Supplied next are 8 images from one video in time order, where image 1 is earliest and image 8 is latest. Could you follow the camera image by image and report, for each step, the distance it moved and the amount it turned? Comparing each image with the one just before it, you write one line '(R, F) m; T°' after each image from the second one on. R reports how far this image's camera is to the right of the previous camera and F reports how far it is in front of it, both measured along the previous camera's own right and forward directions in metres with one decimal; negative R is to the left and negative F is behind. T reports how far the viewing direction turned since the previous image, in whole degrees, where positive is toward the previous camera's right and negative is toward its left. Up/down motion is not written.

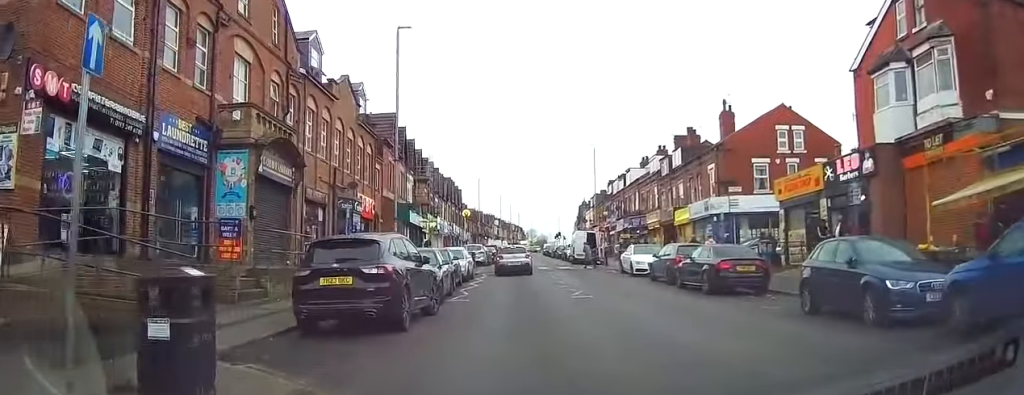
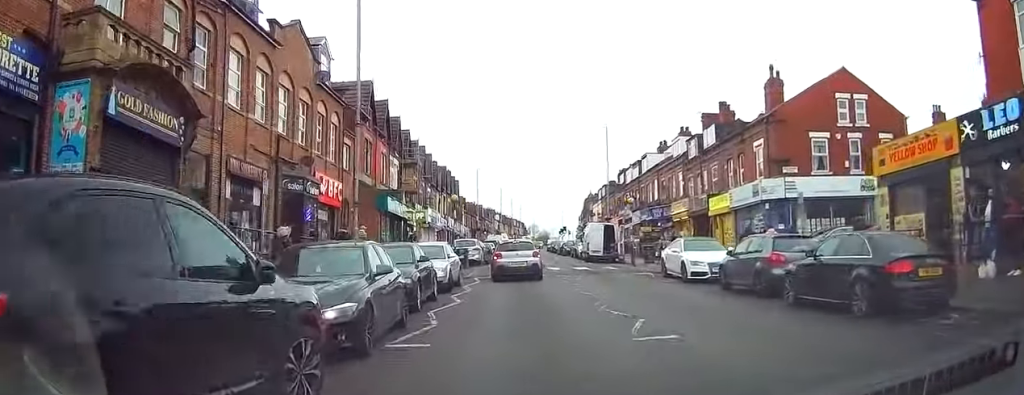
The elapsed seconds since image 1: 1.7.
(+0.3, +8.9) m; 0°
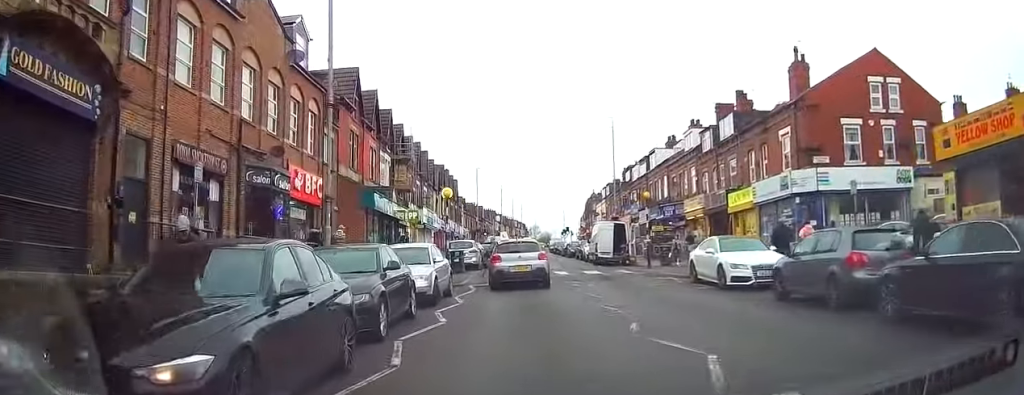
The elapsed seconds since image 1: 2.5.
(-0.2, +3.7) m; -3°
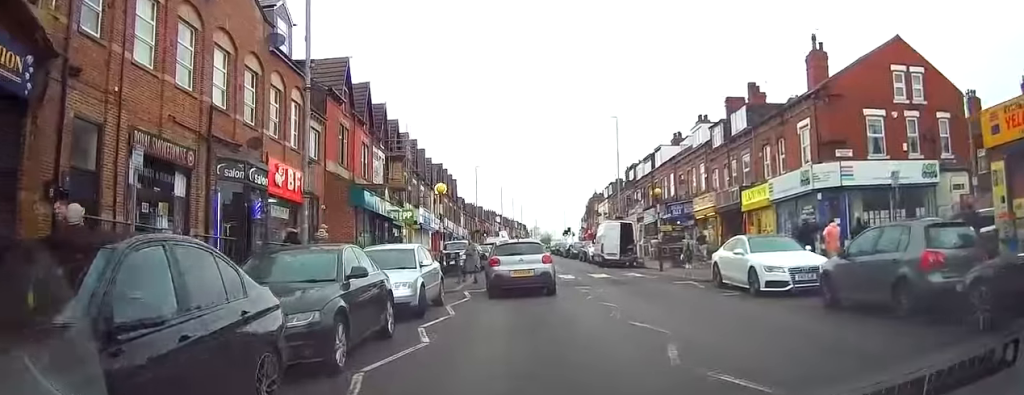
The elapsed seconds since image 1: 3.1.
(0.0, +2.3) m; +2°
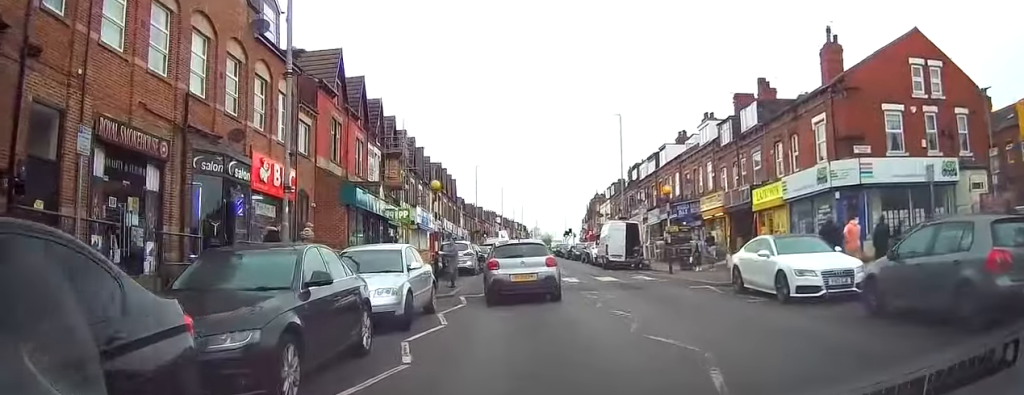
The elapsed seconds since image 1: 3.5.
(0.0, +1.7) m; +1°
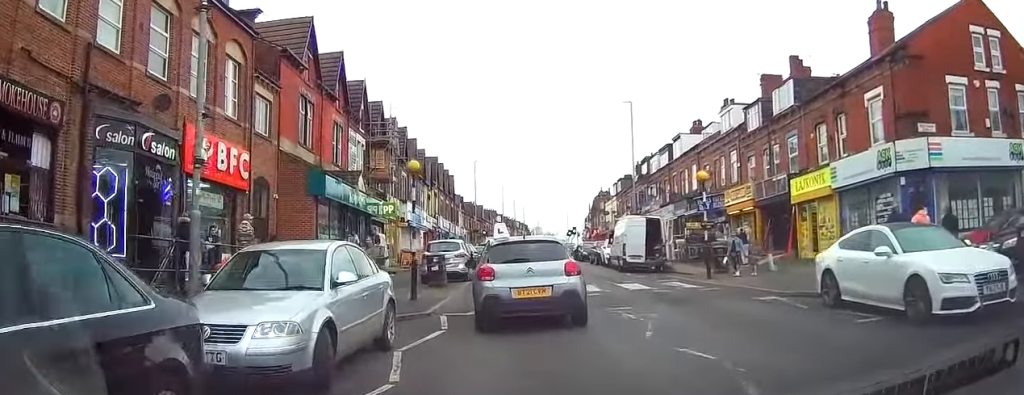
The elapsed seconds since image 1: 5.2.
(+0.1, +5.4) m; -2°
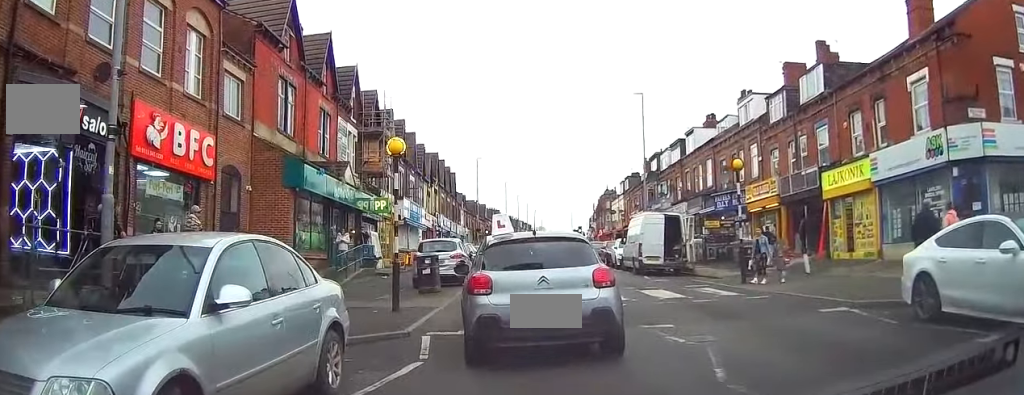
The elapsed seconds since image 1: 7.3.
(+0.1, +3.5) m; -1°
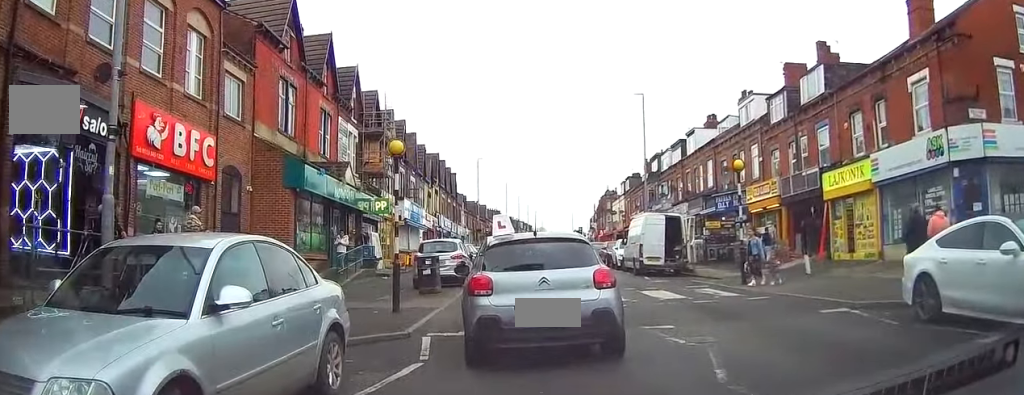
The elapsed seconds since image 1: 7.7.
(0.0, +0.2) m; 0°
